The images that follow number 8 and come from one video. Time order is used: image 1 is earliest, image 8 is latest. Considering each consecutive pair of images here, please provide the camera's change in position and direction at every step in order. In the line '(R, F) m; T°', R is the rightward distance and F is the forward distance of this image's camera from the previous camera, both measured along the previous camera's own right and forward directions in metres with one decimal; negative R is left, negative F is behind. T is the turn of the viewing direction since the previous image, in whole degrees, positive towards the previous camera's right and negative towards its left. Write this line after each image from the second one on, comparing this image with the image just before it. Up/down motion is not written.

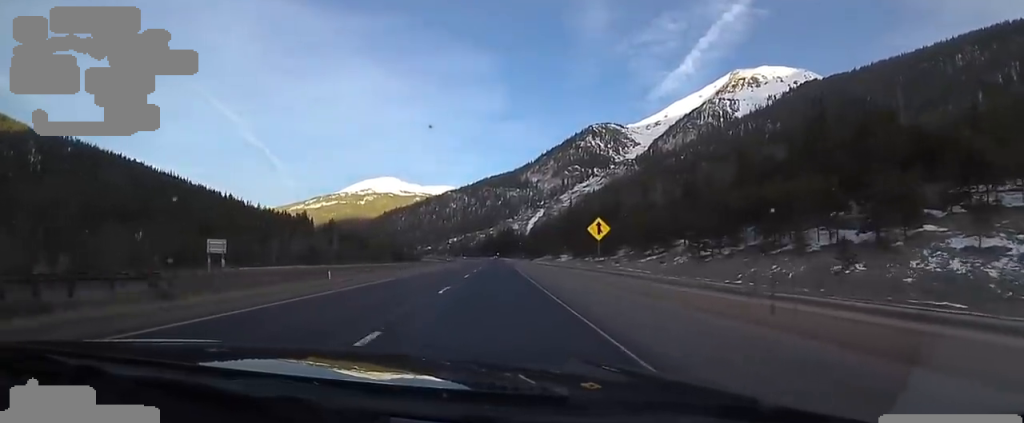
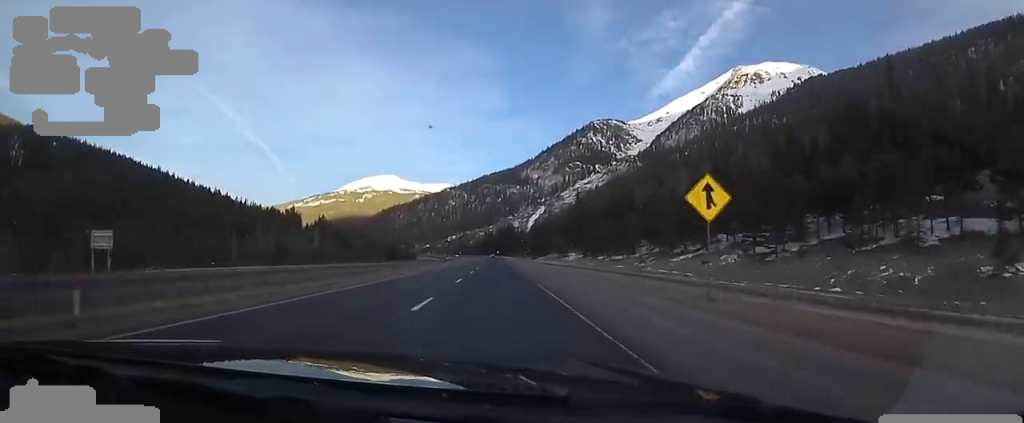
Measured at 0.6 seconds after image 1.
(-0.3, +17.6) m; -1°
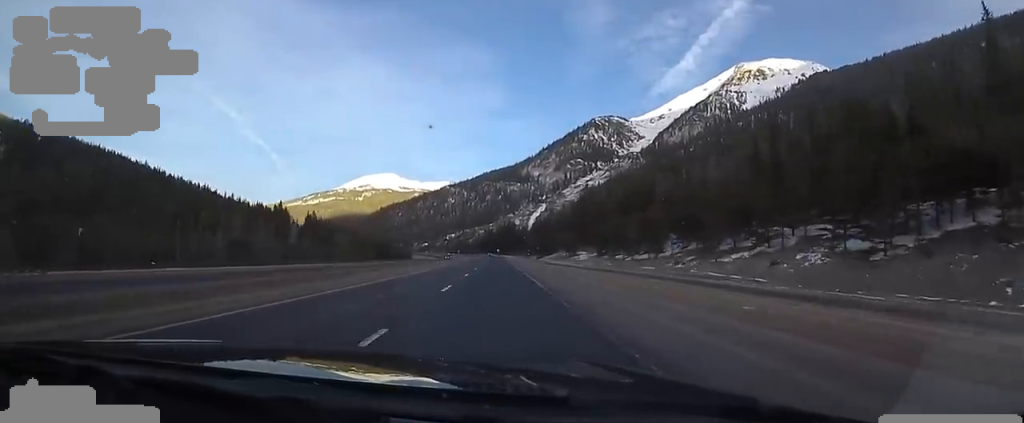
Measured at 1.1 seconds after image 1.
(-0.9, +17.6) m; 0°
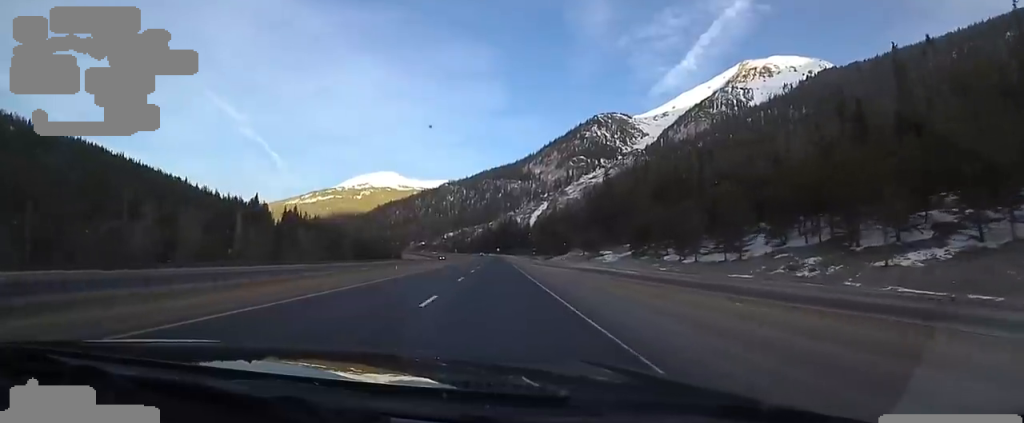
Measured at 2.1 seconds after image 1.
(+1.1, +29.0) m; 0°
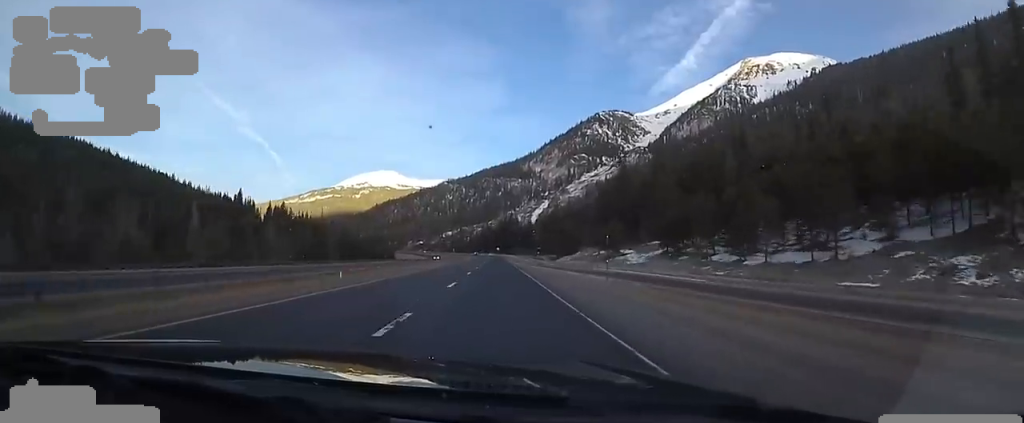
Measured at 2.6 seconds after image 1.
(-0.3, +16.7) m; 0°
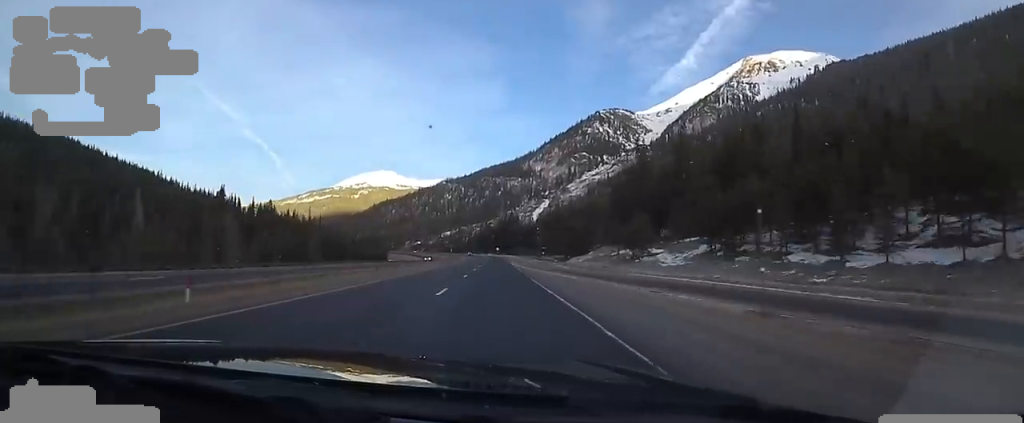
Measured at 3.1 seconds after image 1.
(-0.8, +15.7) m; 0°
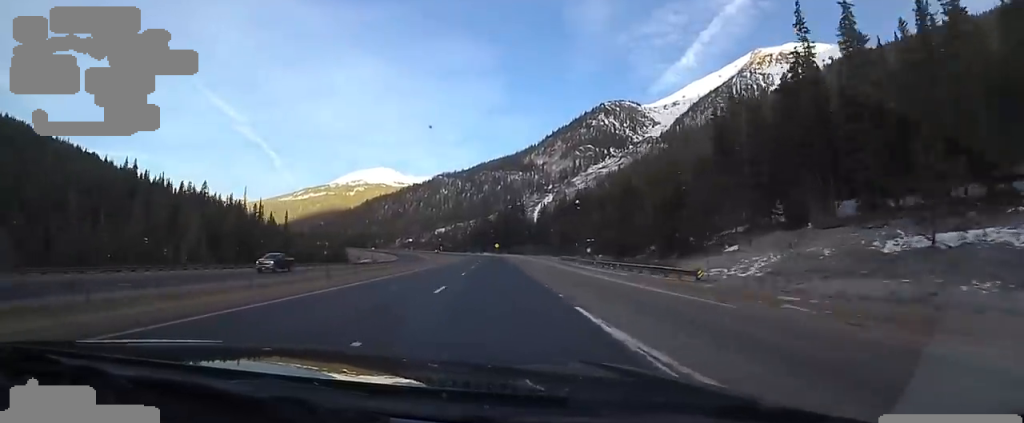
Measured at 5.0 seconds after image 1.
(+2.5, +60.9) m; +1°
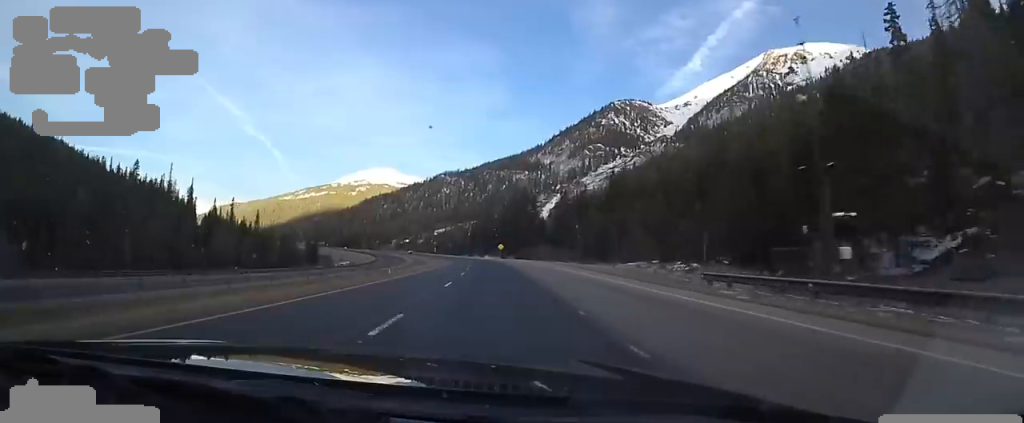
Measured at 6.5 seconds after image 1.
(-1.4, +44.6) m; -1°
